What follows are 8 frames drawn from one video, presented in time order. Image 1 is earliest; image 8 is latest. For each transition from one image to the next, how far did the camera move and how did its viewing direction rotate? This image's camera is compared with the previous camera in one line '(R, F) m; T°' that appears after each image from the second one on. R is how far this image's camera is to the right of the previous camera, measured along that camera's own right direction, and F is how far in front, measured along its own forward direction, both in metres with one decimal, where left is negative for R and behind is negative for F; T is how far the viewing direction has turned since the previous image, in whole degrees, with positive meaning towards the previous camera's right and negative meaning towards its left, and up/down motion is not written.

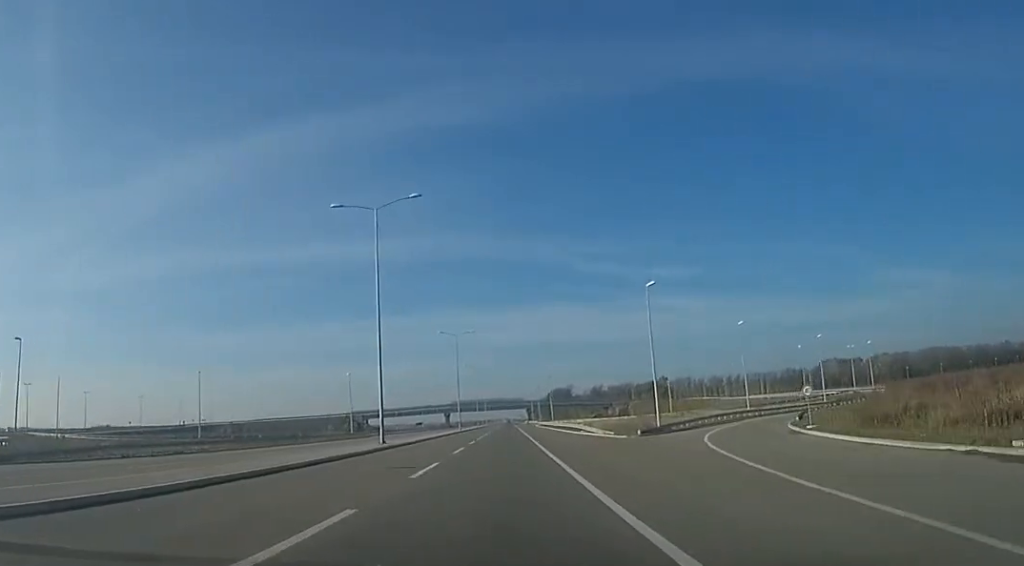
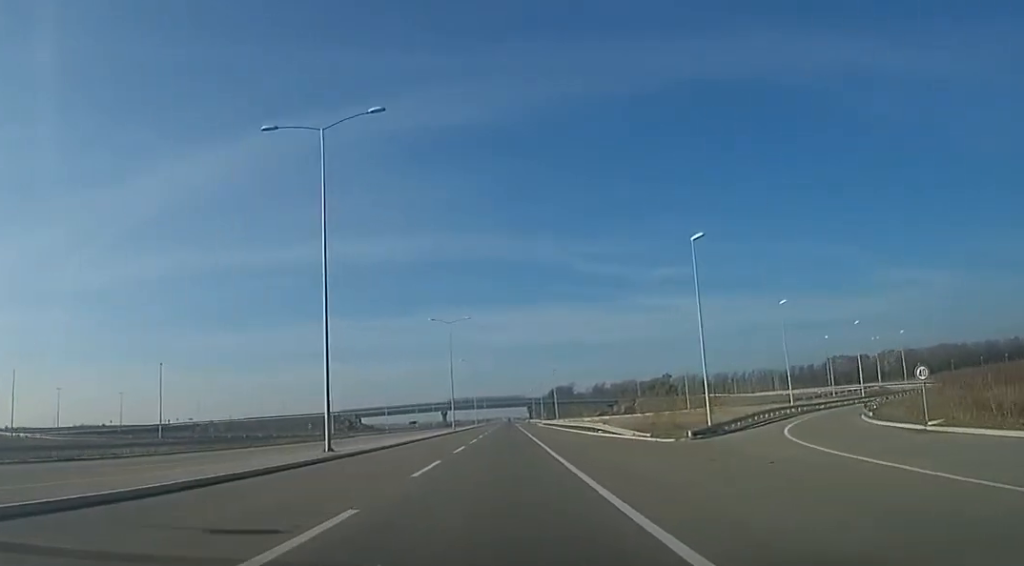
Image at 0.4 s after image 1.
(0.0, +10.1) m; 0°
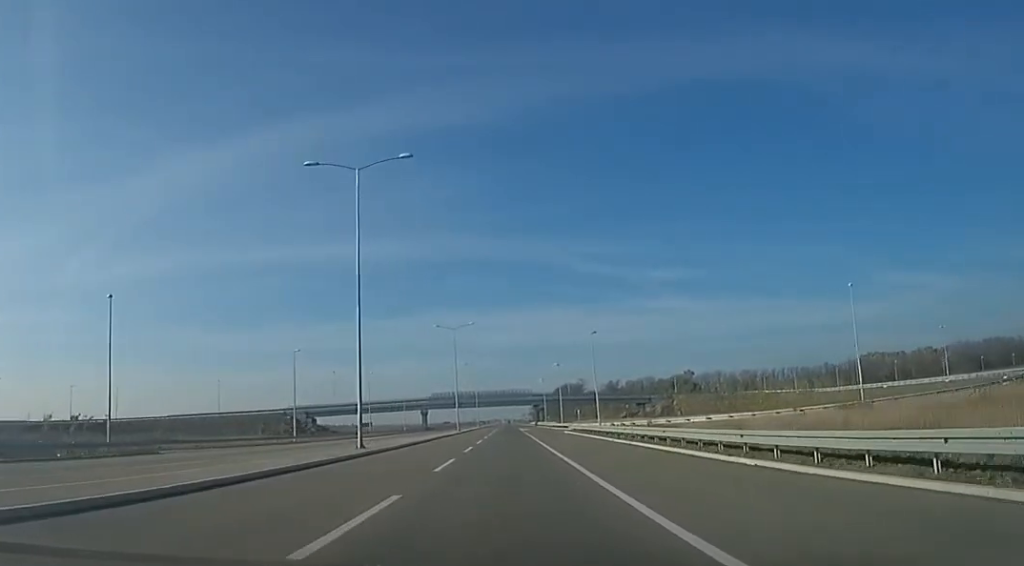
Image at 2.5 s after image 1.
(0.0, +47.6) m; 0°
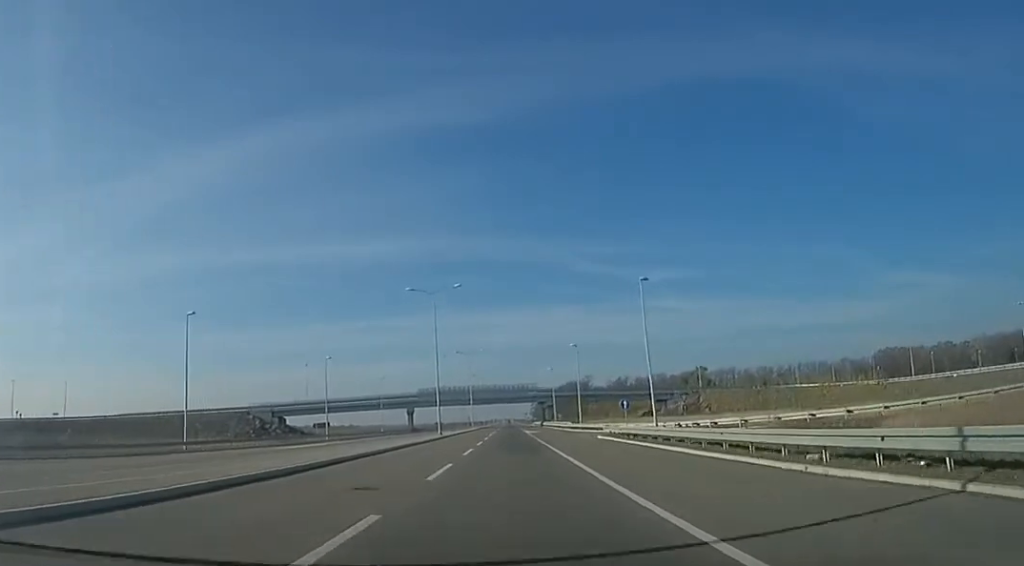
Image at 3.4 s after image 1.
(-0.1, +21.9) m; -1°
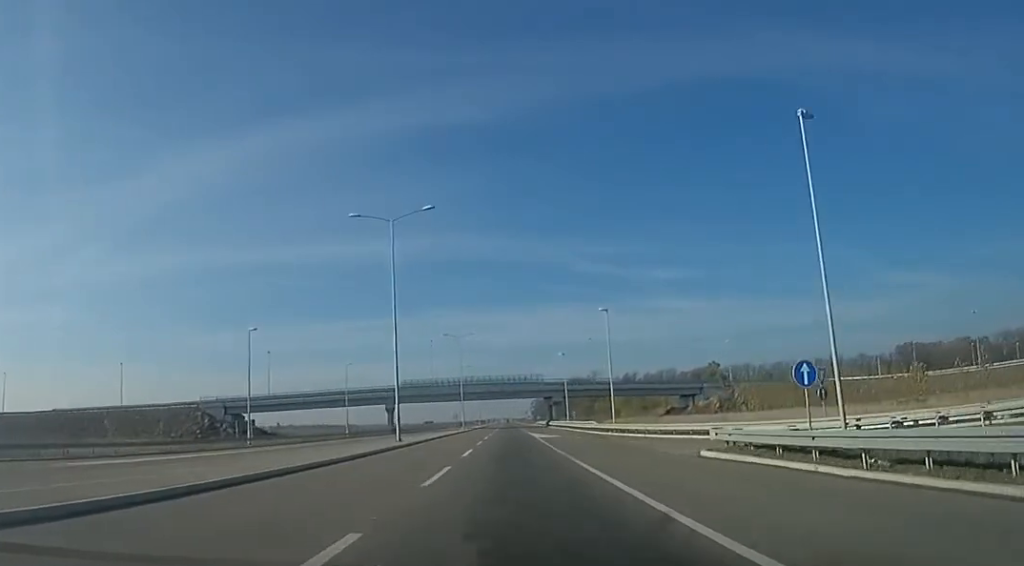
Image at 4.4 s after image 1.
(-0.5, +21.1) m; 0°
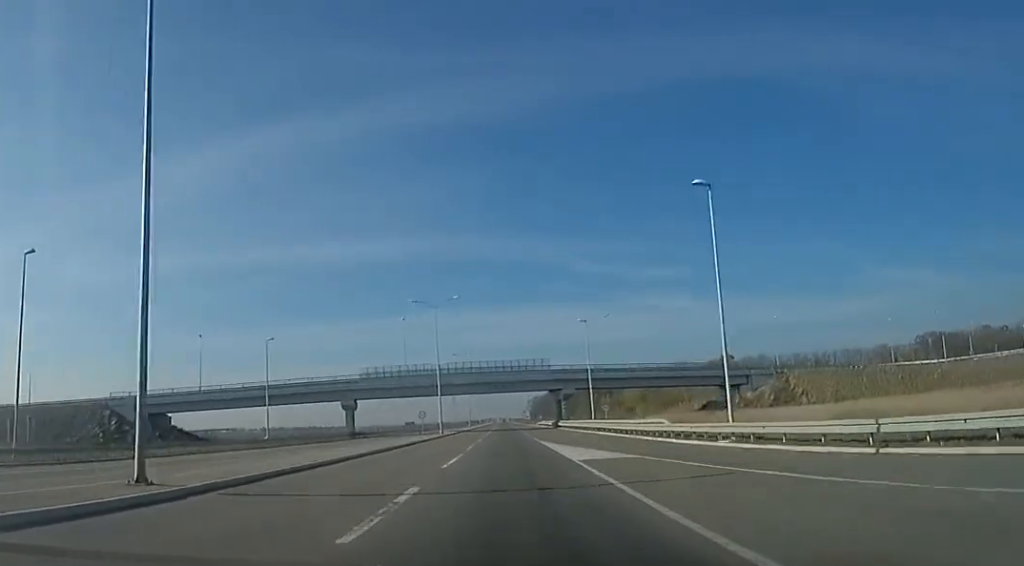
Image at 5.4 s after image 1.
(+0.5, +24.7) m; +1°
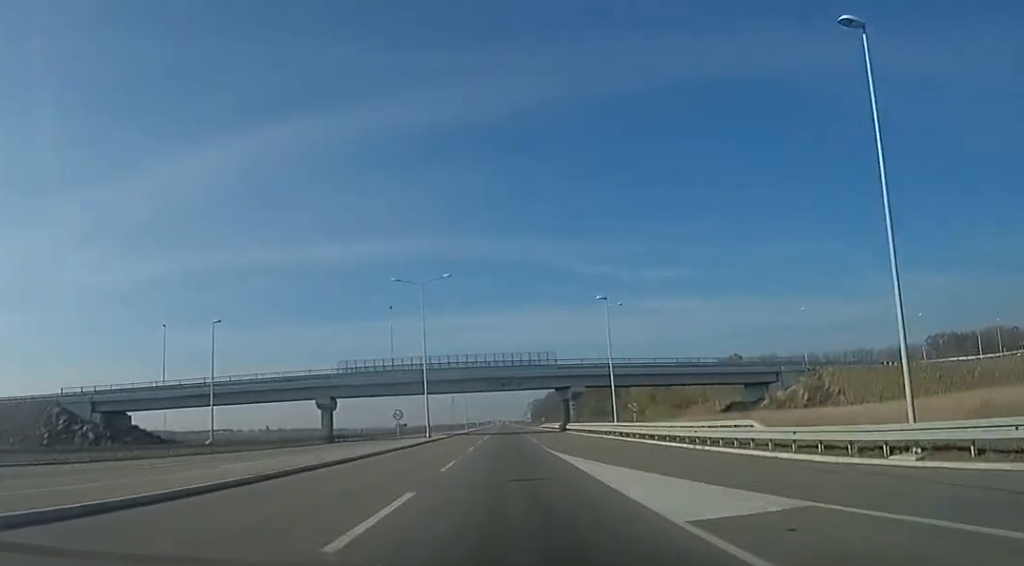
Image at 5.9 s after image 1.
(0.0, +10.3) m; 0°
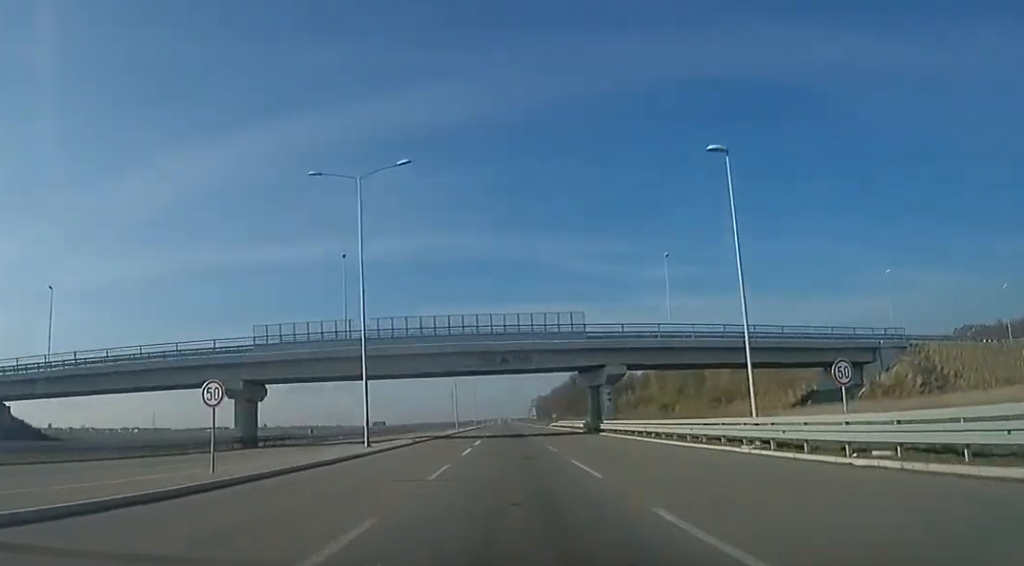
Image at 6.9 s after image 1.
(0.0, +22.9) m; +1°
